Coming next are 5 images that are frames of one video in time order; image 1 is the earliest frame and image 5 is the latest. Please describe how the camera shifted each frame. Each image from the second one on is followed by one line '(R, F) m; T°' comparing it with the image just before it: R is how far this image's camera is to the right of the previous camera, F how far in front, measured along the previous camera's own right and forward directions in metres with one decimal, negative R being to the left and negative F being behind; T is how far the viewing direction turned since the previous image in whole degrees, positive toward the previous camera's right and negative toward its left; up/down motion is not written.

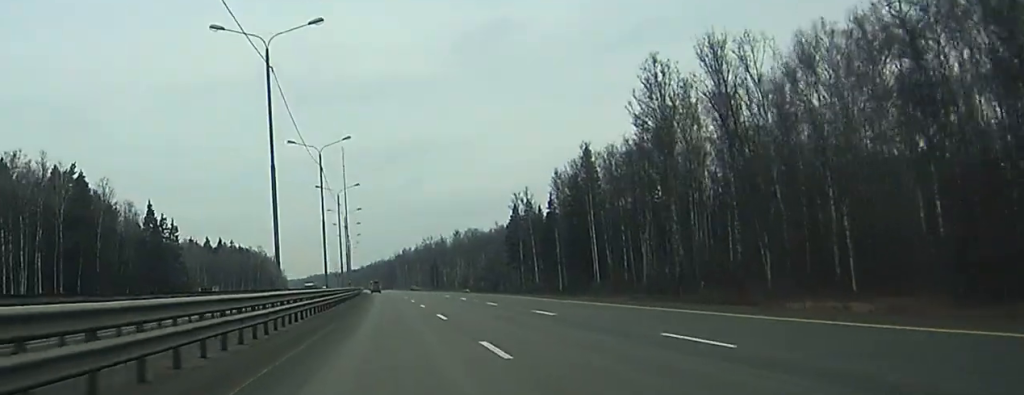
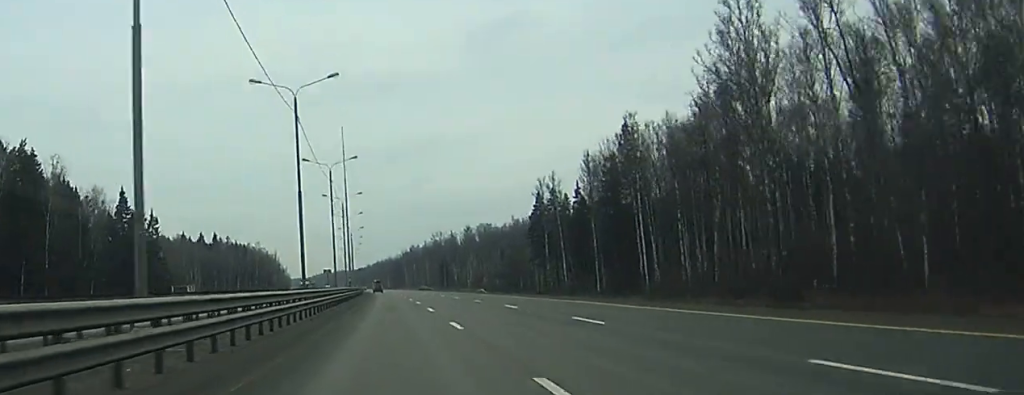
(0.0, +22.9) m; 0°
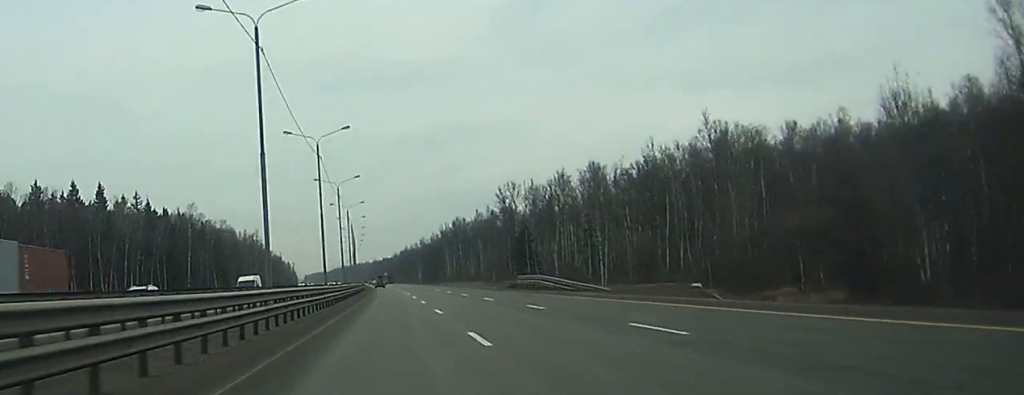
(-2.5, +151.0) m; -2°
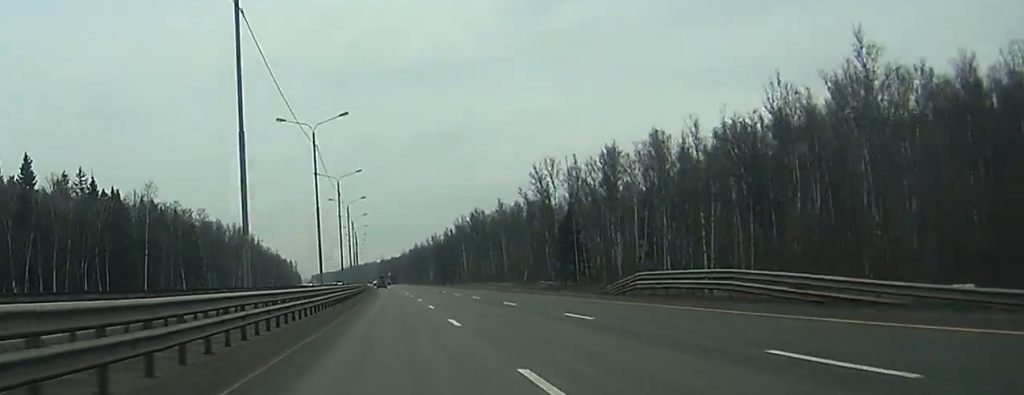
(-0.1, +40.1) m; 0°
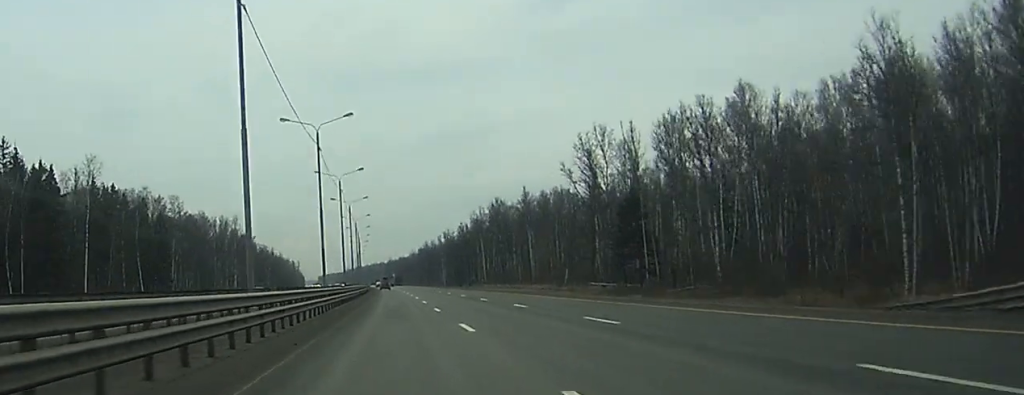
(-0.1, +34.1) m; -1°
